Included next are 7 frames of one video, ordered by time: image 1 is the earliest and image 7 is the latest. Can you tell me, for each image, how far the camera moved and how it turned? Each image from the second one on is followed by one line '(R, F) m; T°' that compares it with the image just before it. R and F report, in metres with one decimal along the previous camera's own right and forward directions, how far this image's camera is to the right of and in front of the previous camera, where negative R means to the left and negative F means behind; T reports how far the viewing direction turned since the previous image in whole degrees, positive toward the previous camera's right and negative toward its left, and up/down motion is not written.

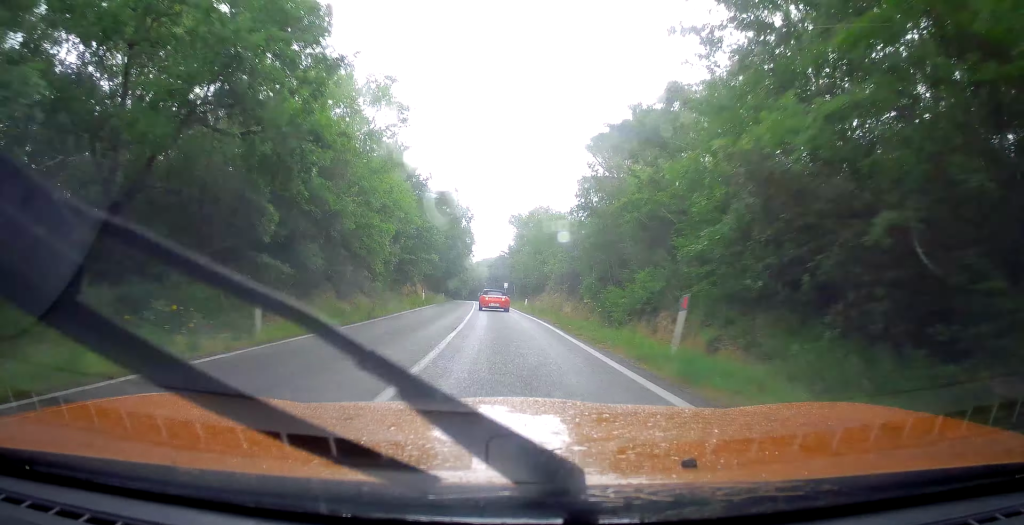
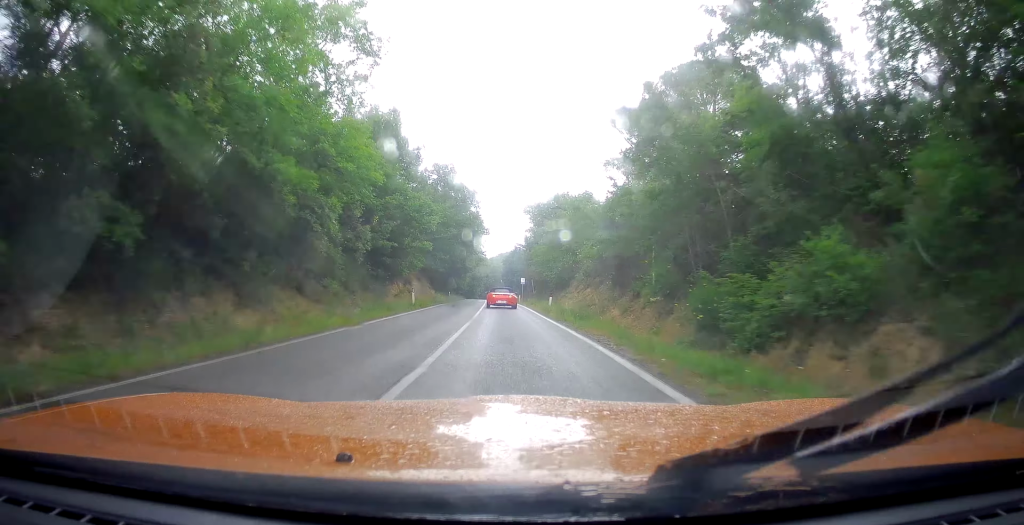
(-0.3, +10.5) m; -3°
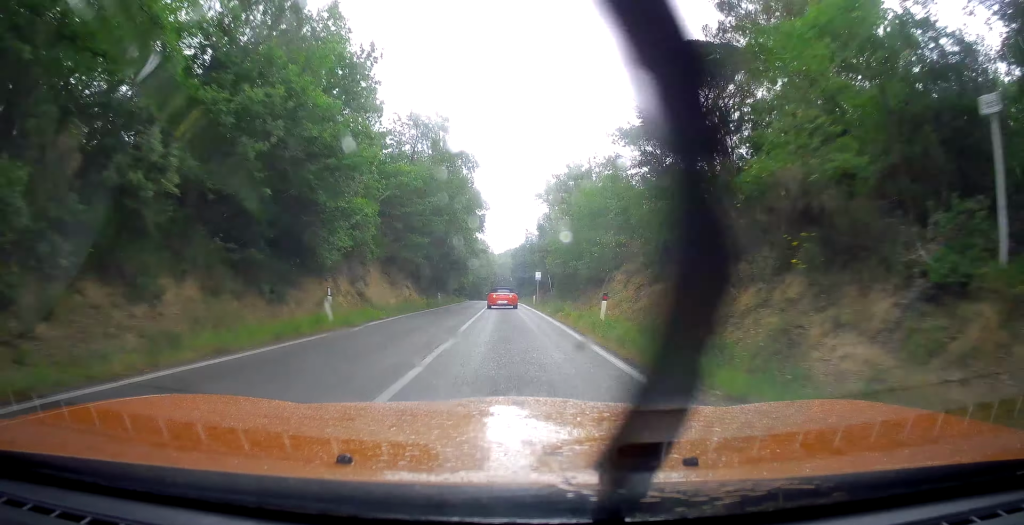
(-0.7, +16.0) m; -3°
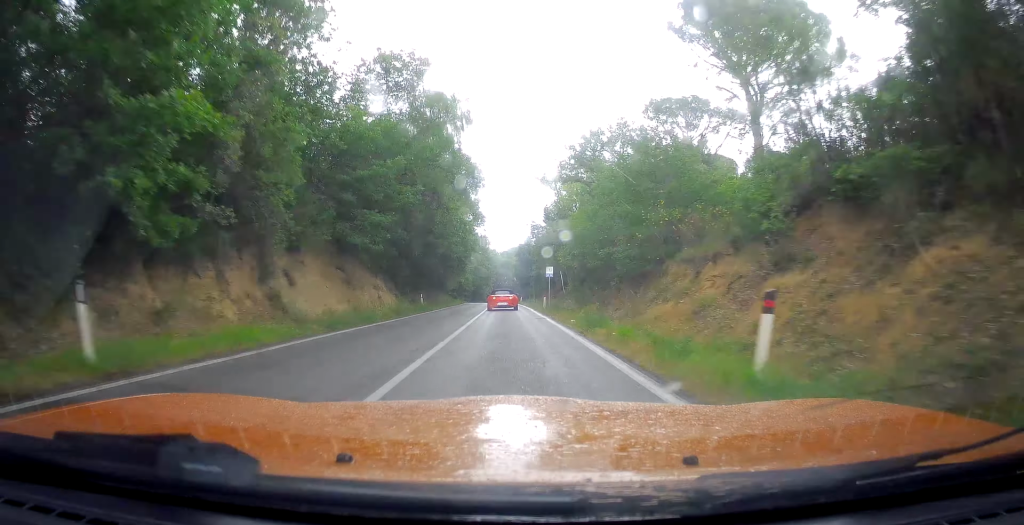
(-0.2, +10.2) m; -1°
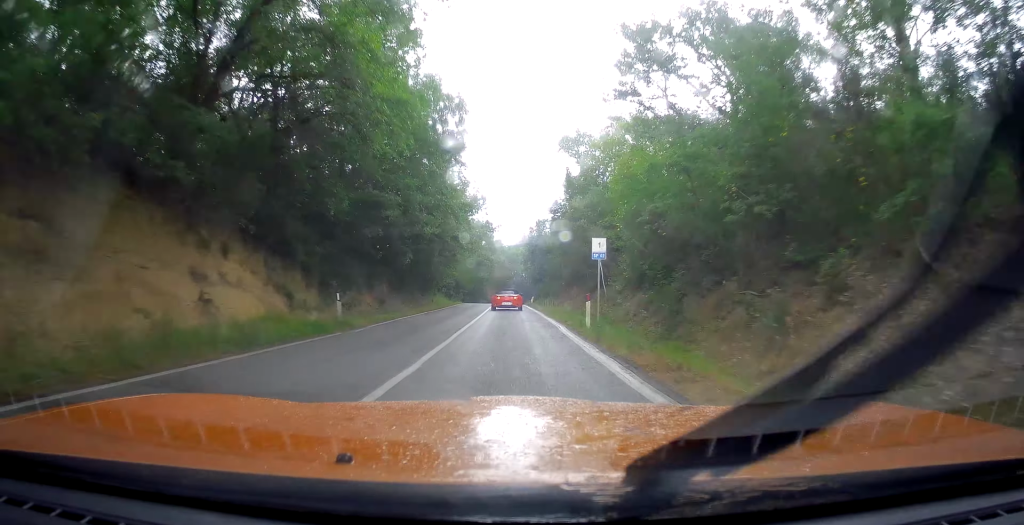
(0.0, +18.8) m; -1°
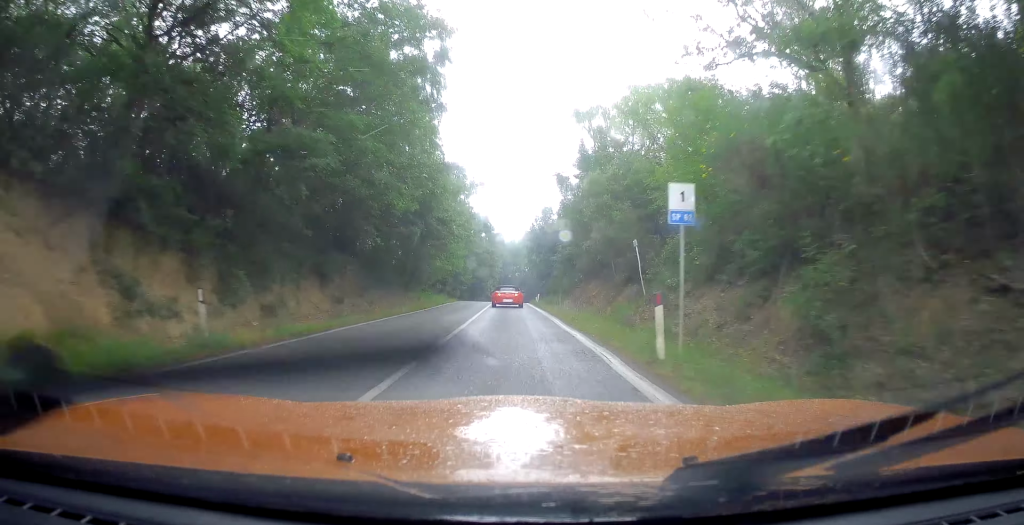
(-0.1, +8.5) m; -1°
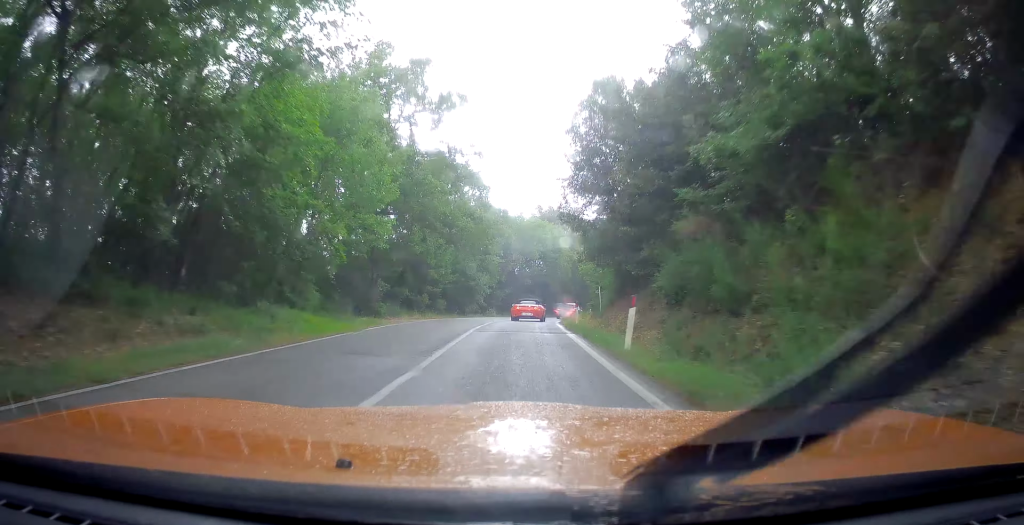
(+0.8, +35.1) m; +2°
